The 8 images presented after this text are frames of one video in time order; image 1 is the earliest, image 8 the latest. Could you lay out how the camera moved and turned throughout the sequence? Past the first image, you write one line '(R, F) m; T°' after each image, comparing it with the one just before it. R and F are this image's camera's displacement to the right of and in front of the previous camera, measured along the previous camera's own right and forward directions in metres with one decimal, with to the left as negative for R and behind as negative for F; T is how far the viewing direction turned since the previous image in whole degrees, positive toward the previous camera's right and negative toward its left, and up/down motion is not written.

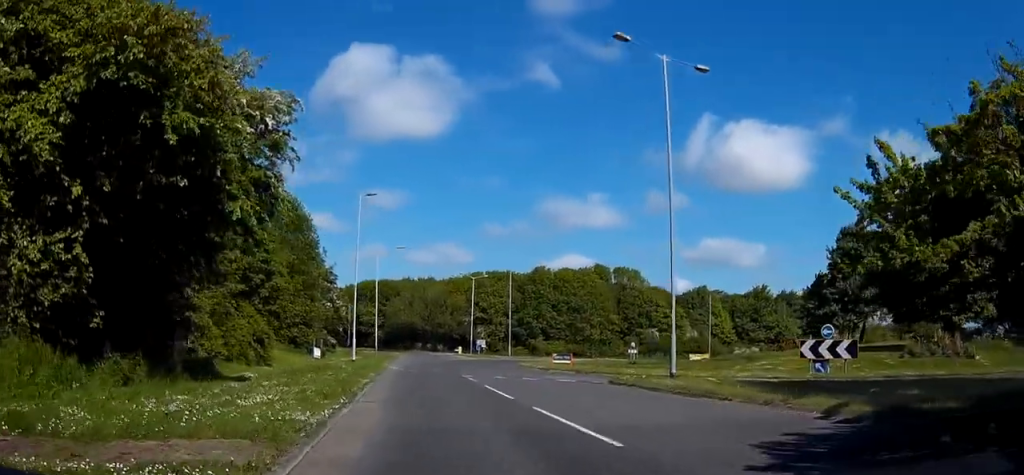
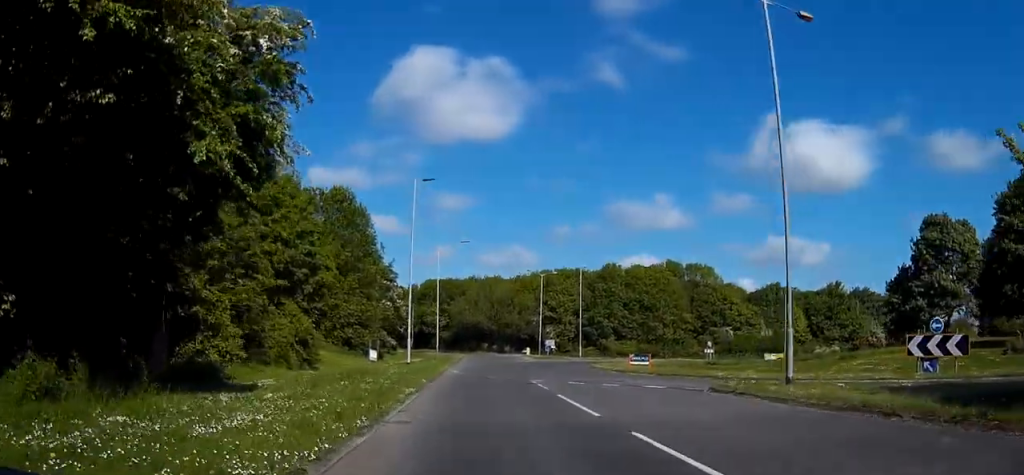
(-0.4, +4.8) m; -3°
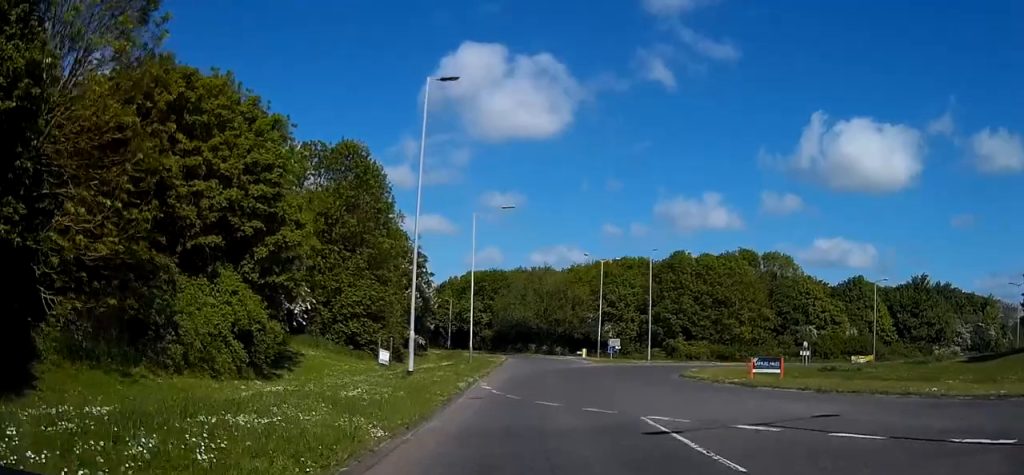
(-0.6, +16.4) m; -4°
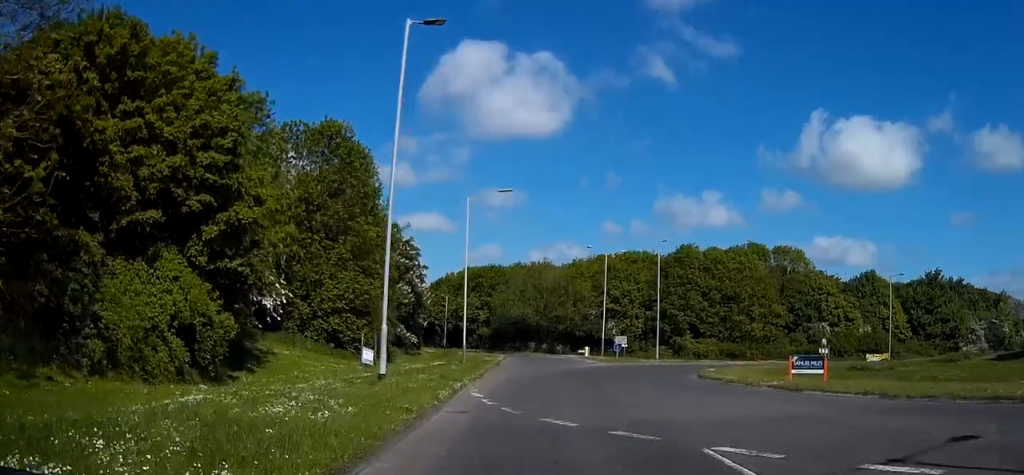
(-0.1, +4.8) m; -1°
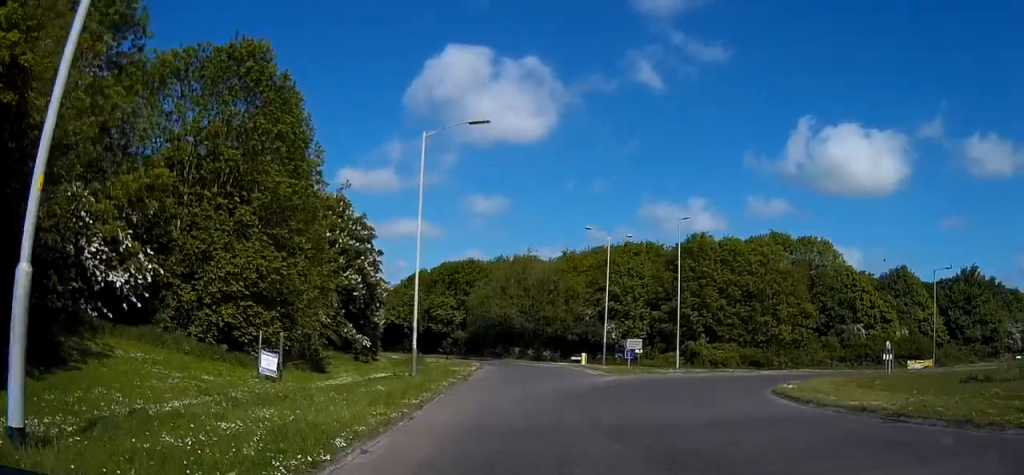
(+0.1, +15.1) m; +2°
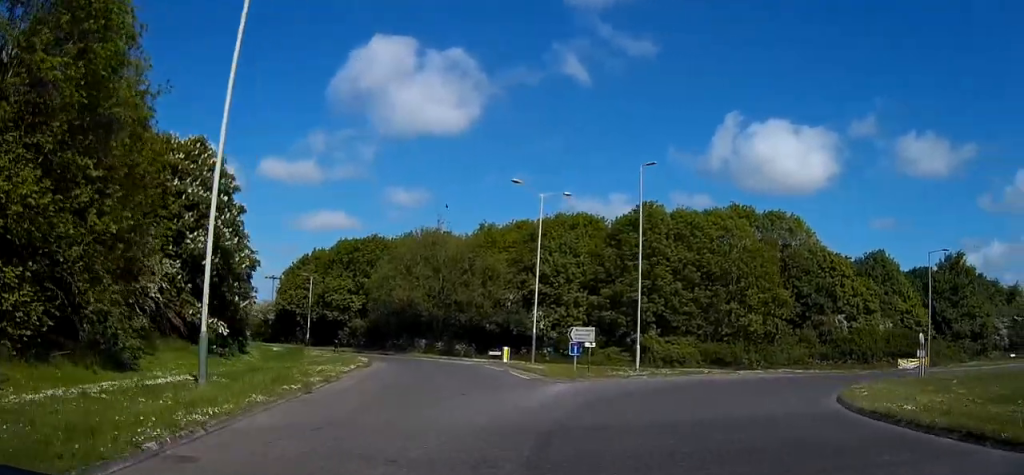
(+0.5, +13.9) m; +6°
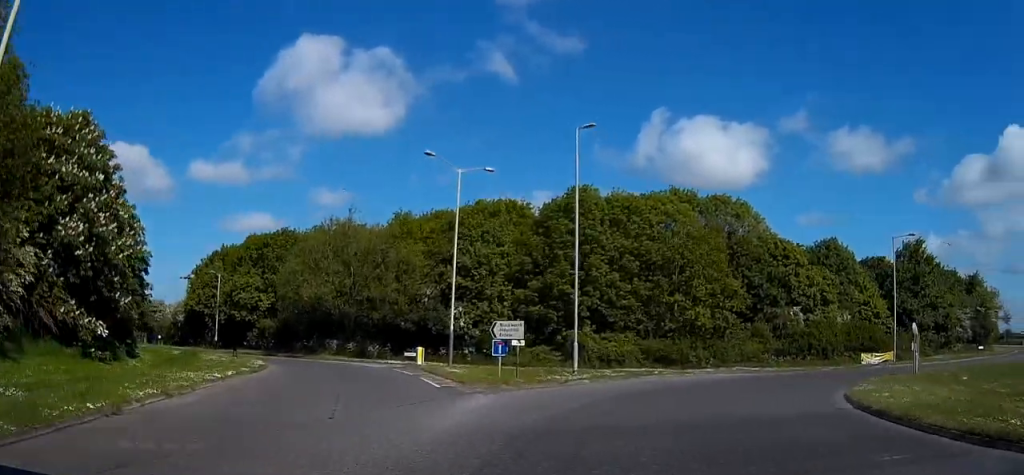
(+0.1, +6.2) m; +5°
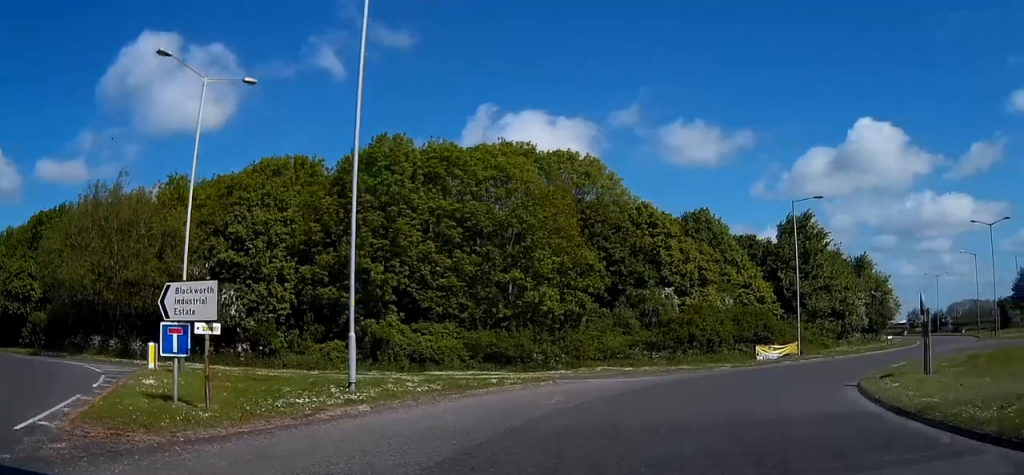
(+1.7, +13.4) m; +14°
